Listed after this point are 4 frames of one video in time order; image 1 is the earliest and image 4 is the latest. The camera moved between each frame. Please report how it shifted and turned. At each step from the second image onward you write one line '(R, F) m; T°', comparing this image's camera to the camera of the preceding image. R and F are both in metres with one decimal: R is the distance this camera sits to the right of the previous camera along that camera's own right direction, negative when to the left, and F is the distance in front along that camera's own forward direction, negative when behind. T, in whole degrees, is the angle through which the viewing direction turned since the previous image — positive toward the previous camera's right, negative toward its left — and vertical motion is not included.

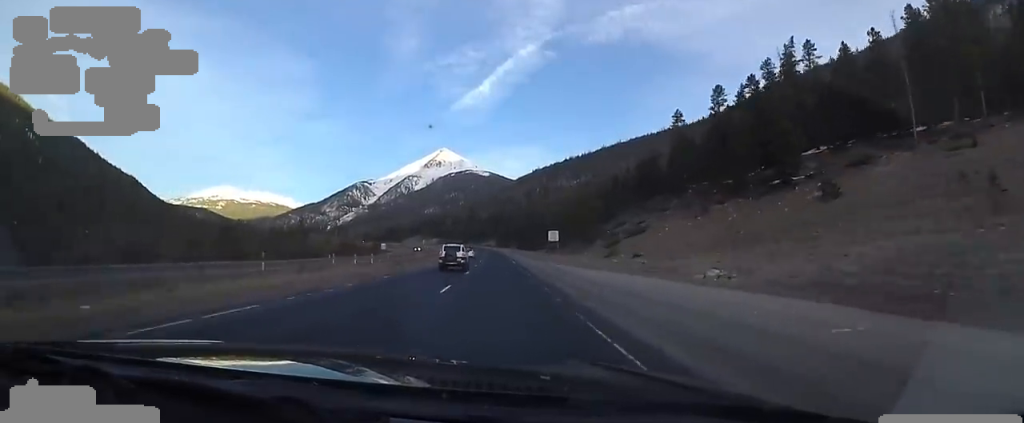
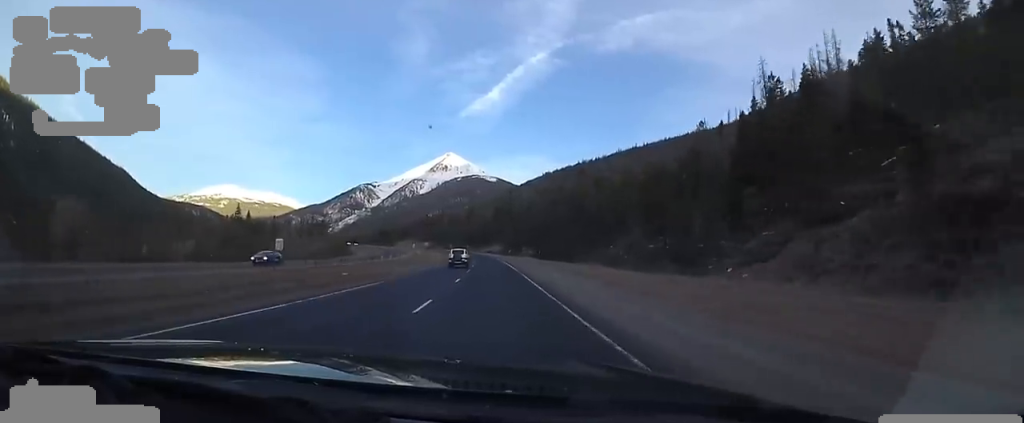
(-0.4, +66.6) m; -2°
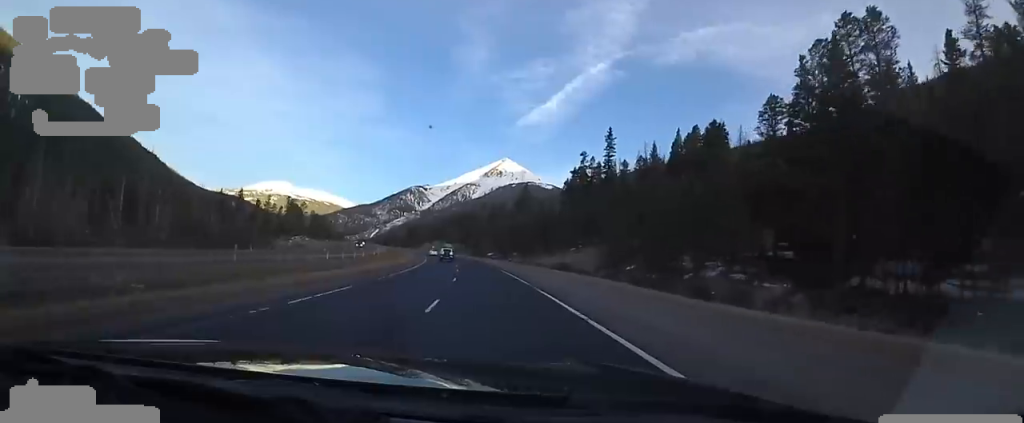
(-2.9, +106.2) m; -6°
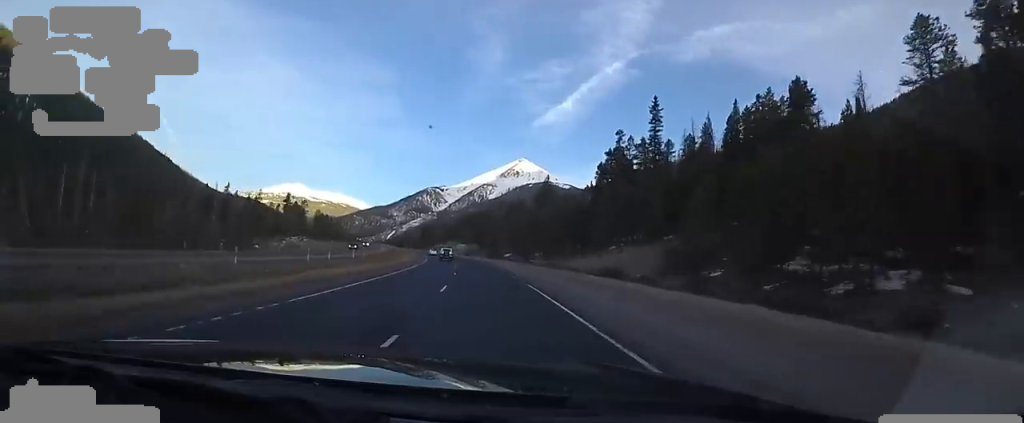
(+0.7, +18.1) m; 0°
